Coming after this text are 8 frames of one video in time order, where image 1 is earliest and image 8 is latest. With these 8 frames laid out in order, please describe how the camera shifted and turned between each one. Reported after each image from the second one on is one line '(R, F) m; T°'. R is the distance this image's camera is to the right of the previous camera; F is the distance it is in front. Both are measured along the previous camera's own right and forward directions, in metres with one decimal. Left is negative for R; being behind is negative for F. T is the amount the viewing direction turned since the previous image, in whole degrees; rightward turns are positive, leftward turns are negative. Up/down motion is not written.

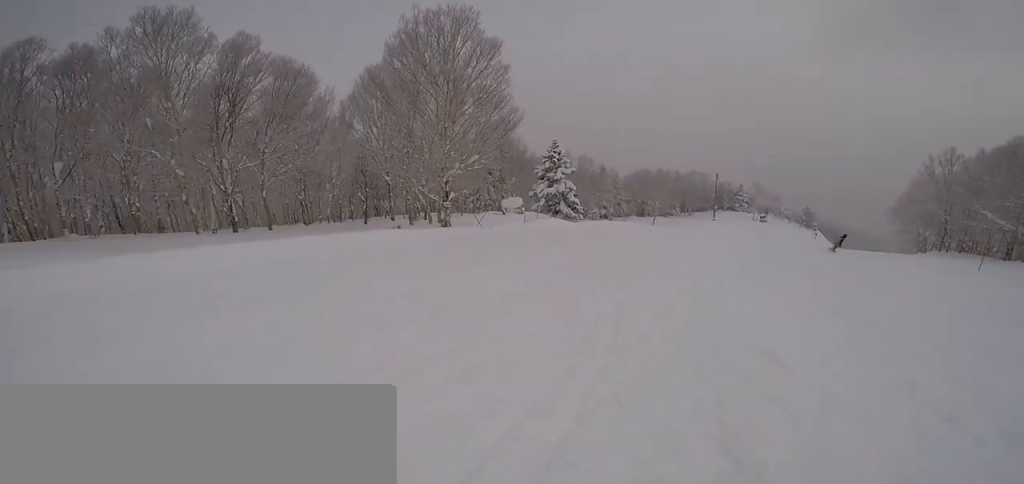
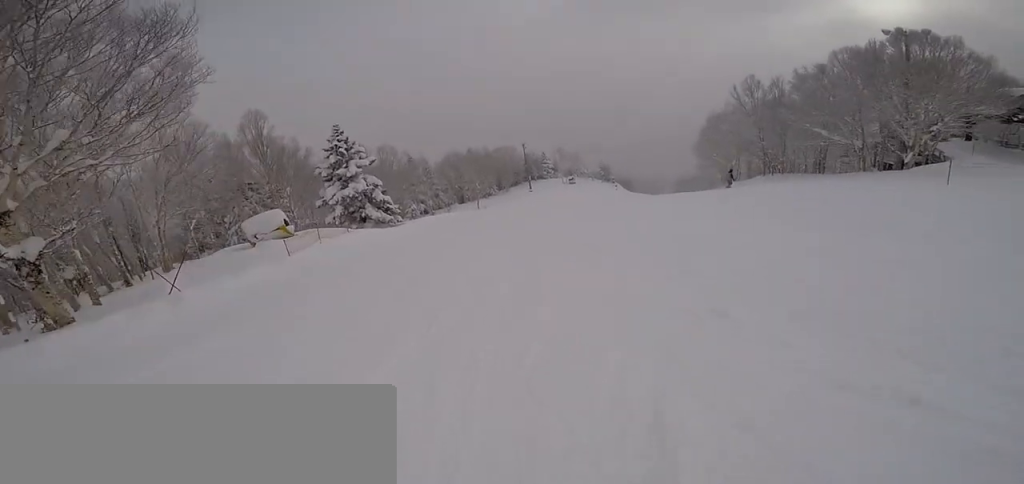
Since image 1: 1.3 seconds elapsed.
(+2.0, +10.2) m; +21°
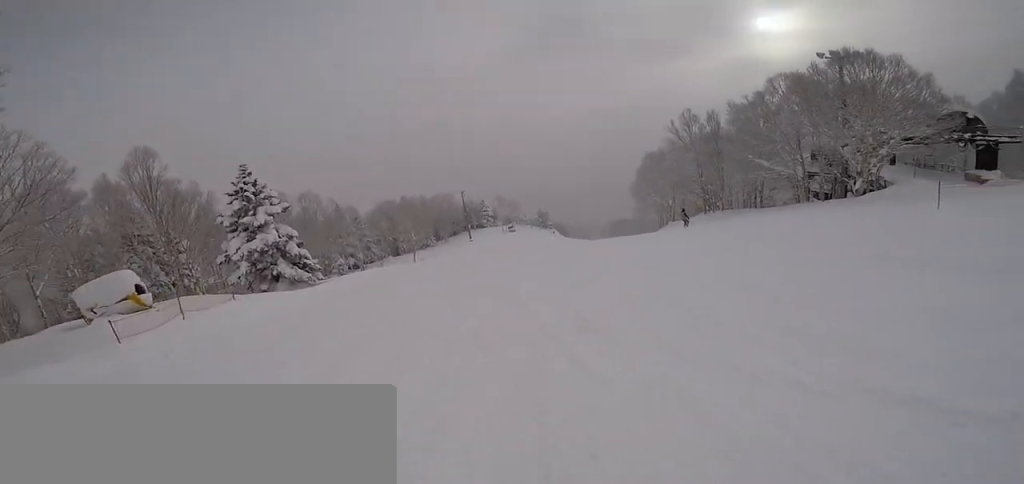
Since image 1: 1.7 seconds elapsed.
(+0.2, +3.3) m; +3°
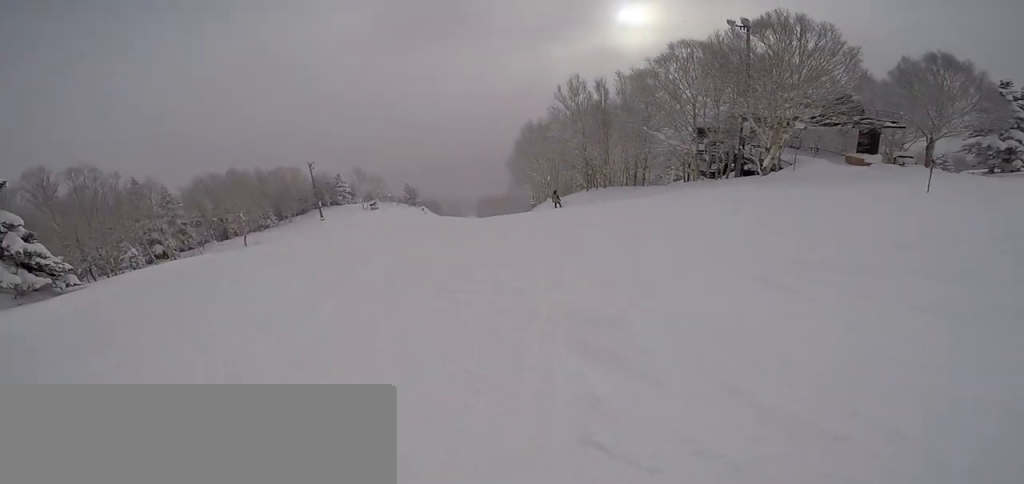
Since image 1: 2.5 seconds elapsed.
(+0.4, +6.0) m; 0°
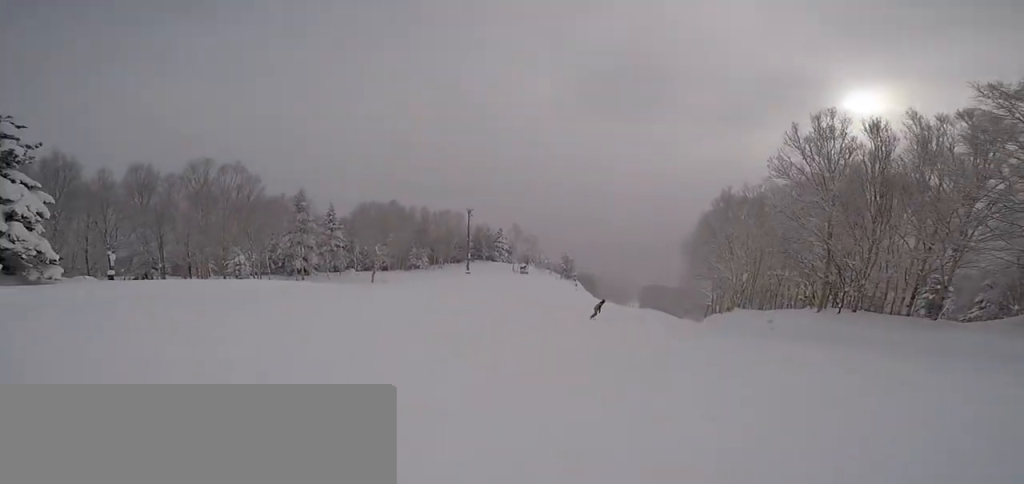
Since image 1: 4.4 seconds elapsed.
(-3.5, +13.5) m; -25°
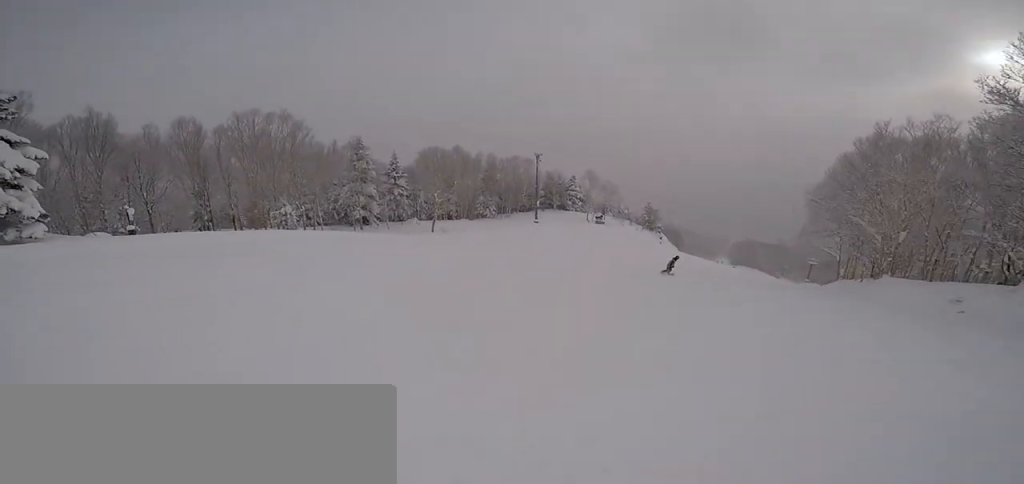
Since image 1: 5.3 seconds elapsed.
(0.0, +6.3) m; 0°
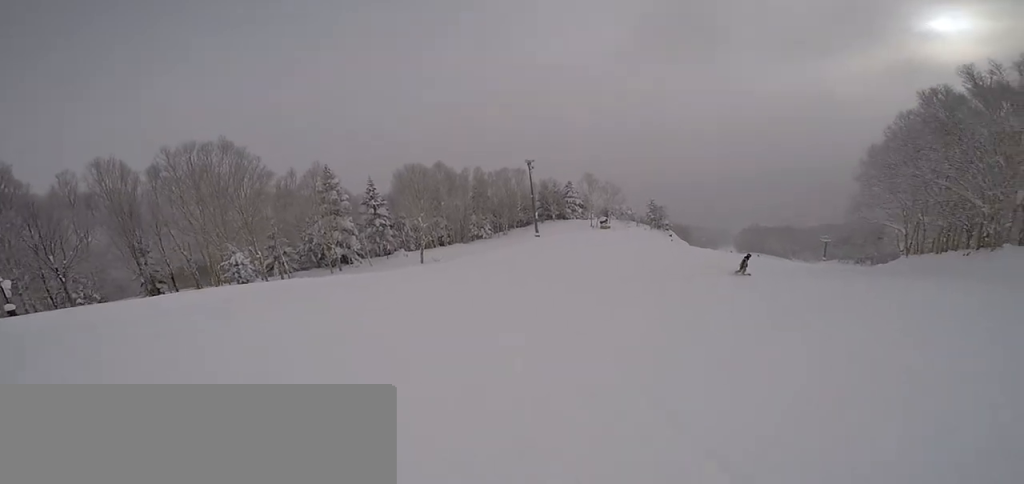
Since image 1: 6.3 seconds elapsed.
(0.0, +6.9) m; +13°
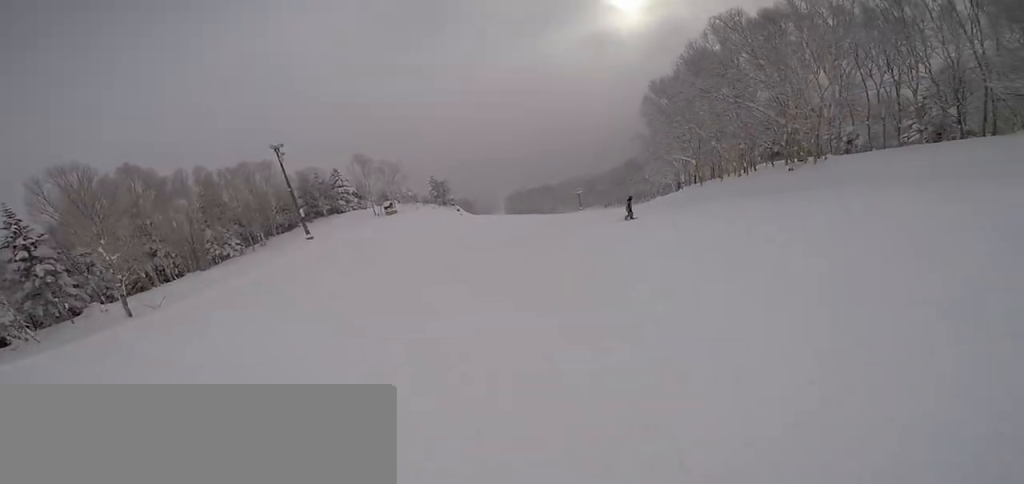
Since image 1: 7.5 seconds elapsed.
(+2.2, +8.1) m; +28°
